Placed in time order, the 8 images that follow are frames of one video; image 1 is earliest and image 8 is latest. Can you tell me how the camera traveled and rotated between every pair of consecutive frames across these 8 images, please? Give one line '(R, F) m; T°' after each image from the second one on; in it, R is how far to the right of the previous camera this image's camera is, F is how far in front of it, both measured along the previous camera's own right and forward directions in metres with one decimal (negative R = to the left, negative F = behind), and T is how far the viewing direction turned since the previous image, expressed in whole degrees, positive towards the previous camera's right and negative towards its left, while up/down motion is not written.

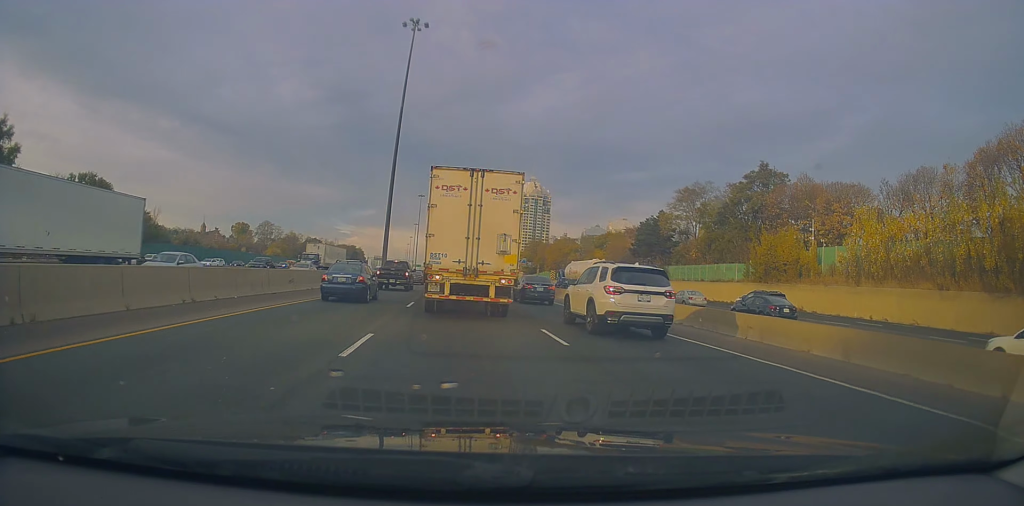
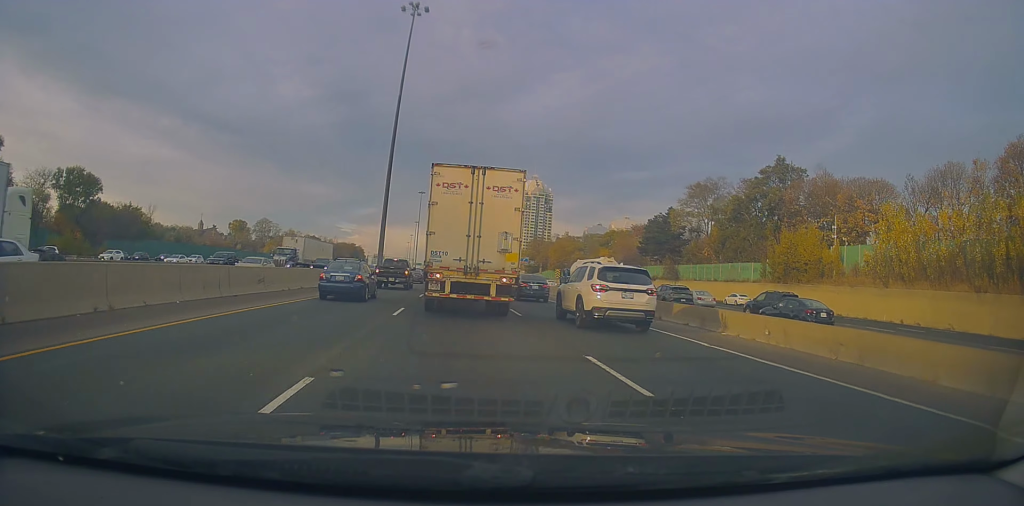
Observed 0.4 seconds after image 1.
(0.0, +5.2) m; 0°
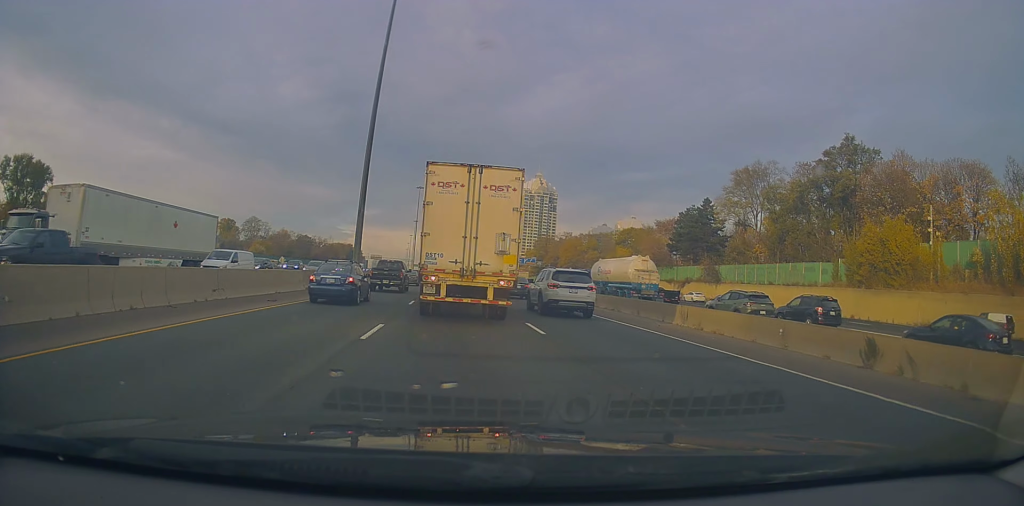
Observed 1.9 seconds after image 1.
(-0.2, +17.1) m; 0°
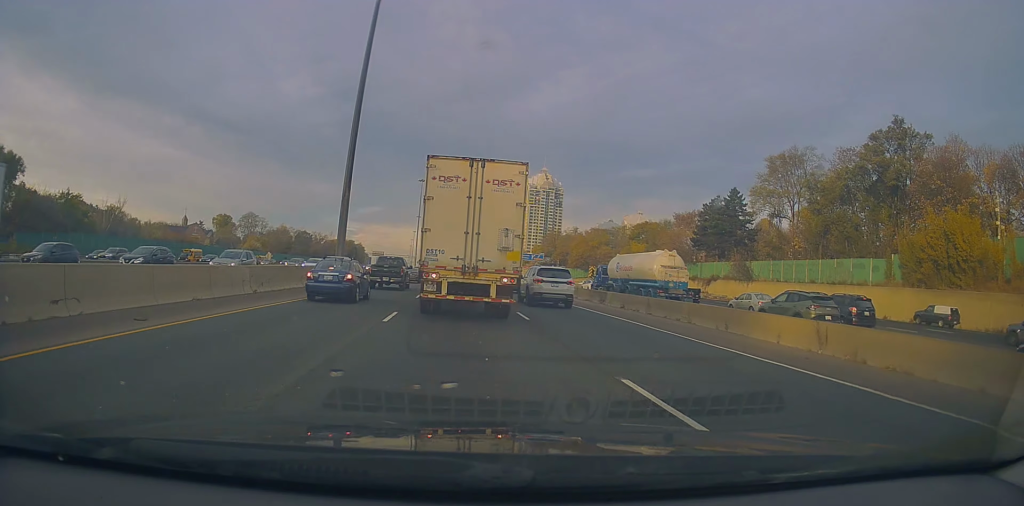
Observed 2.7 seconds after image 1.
(0.0, +8.9) m; +1°
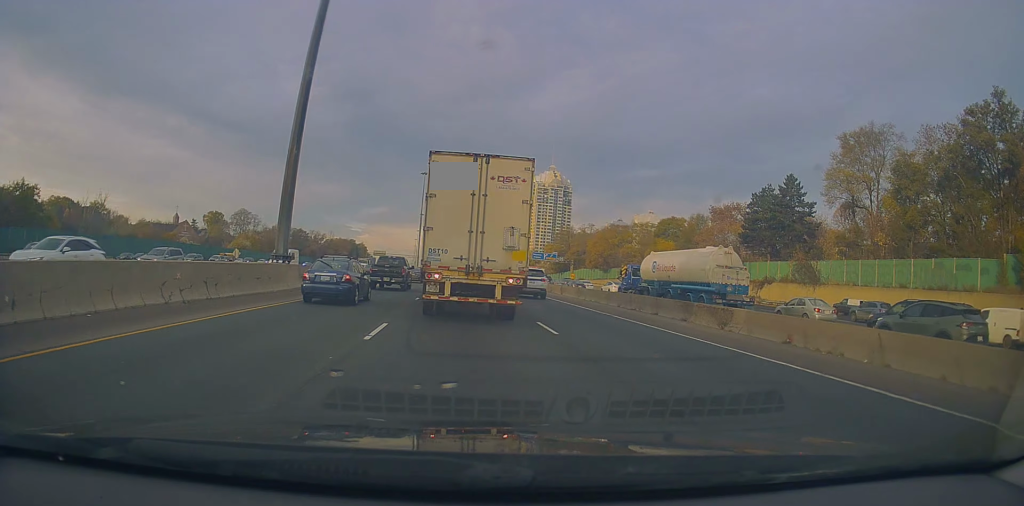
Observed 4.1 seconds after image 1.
(-0.4, +15.8) m; -2°
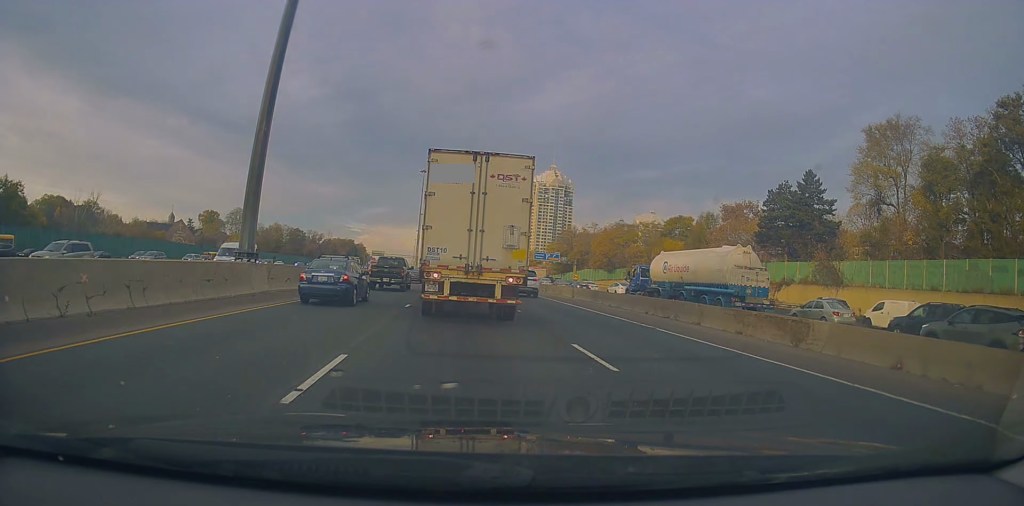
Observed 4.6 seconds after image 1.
(-0.2, +5.1) m; 0°
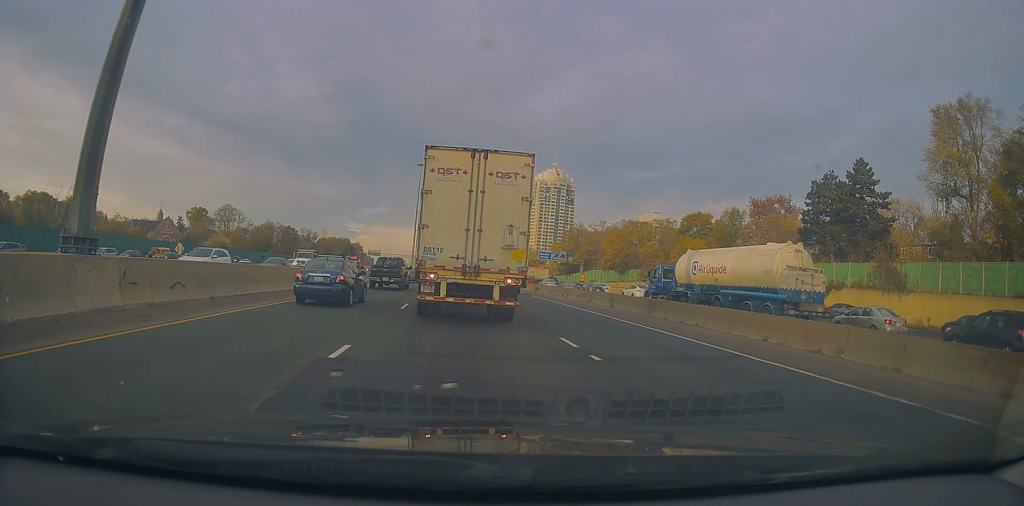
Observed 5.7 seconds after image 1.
(+0.8, +11.3) m; +2°
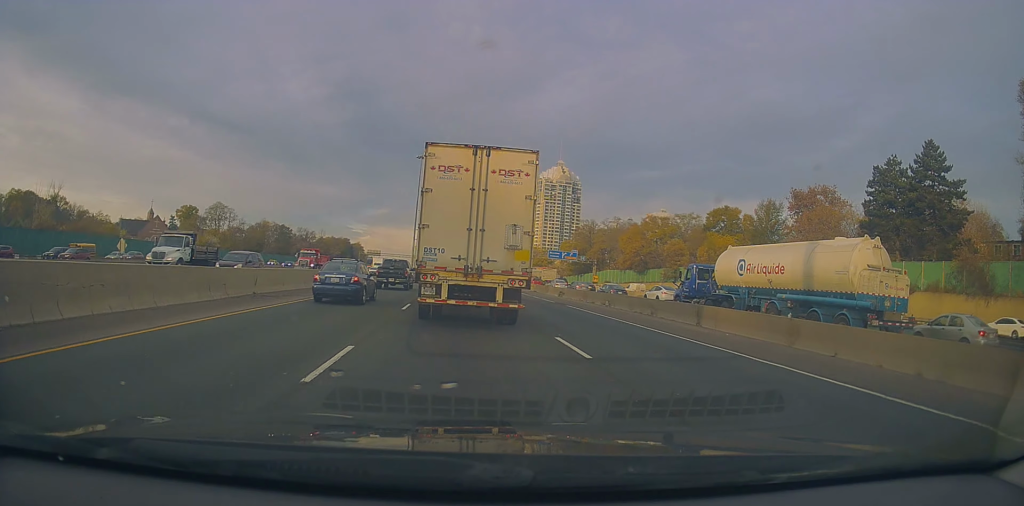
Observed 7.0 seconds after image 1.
(-0.3, +12.2) m; -3°
